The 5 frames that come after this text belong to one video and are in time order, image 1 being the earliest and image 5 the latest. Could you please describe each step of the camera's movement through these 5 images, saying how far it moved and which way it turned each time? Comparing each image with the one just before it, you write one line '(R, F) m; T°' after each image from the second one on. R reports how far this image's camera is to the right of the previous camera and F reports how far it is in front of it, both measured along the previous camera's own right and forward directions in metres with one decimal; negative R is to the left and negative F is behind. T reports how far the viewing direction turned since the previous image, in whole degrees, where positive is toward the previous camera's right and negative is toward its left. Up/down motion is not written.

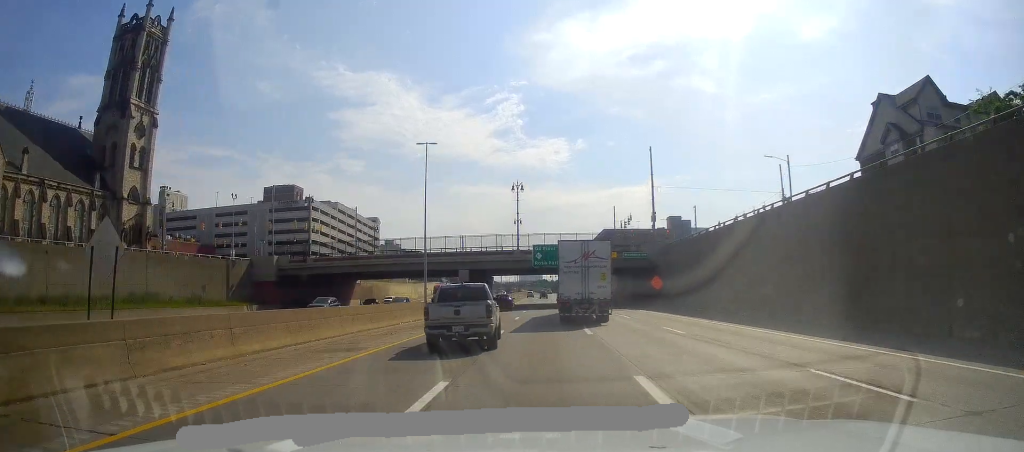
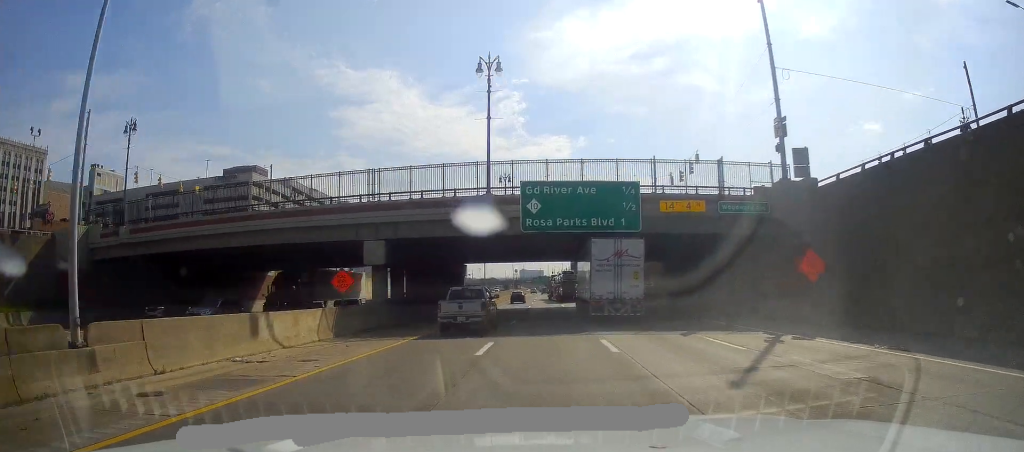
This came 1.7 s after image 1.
(+0.7, +35.1) m; +2°
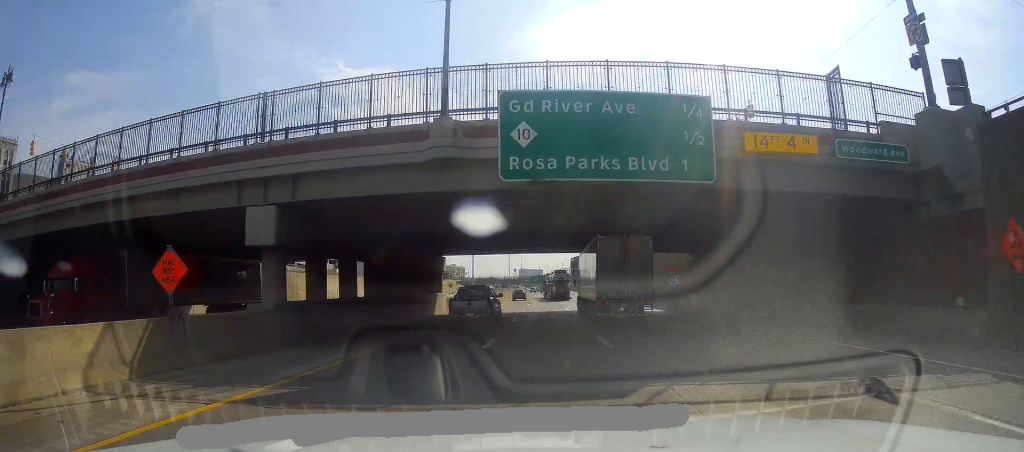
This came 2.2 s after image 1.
(+0.1, +12.7) m; 0°
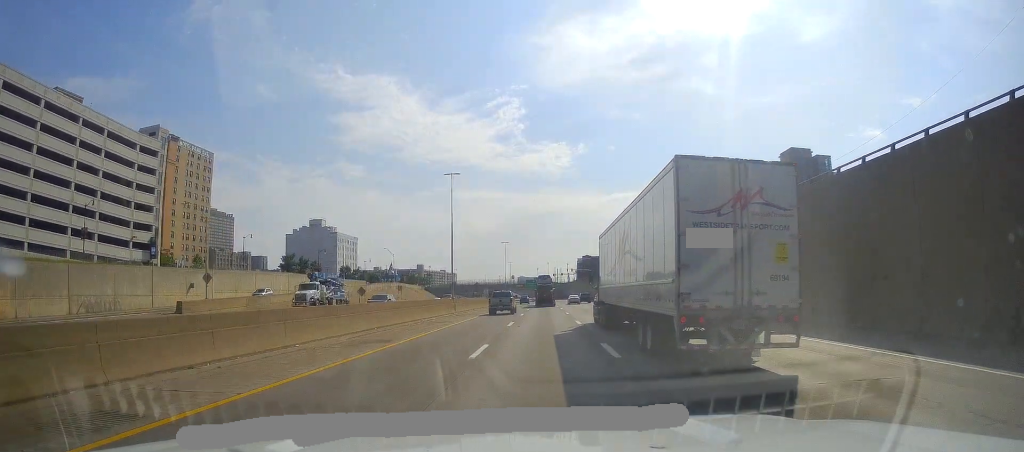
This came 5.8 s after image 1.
(-3.0, +91.8) m; -1°
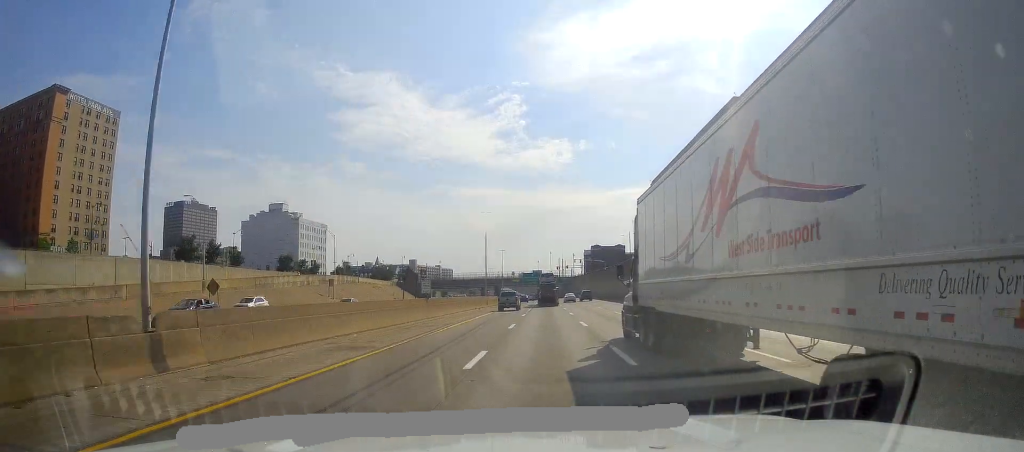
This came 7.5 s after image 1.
(+0.9, +47.5) m; +1°
